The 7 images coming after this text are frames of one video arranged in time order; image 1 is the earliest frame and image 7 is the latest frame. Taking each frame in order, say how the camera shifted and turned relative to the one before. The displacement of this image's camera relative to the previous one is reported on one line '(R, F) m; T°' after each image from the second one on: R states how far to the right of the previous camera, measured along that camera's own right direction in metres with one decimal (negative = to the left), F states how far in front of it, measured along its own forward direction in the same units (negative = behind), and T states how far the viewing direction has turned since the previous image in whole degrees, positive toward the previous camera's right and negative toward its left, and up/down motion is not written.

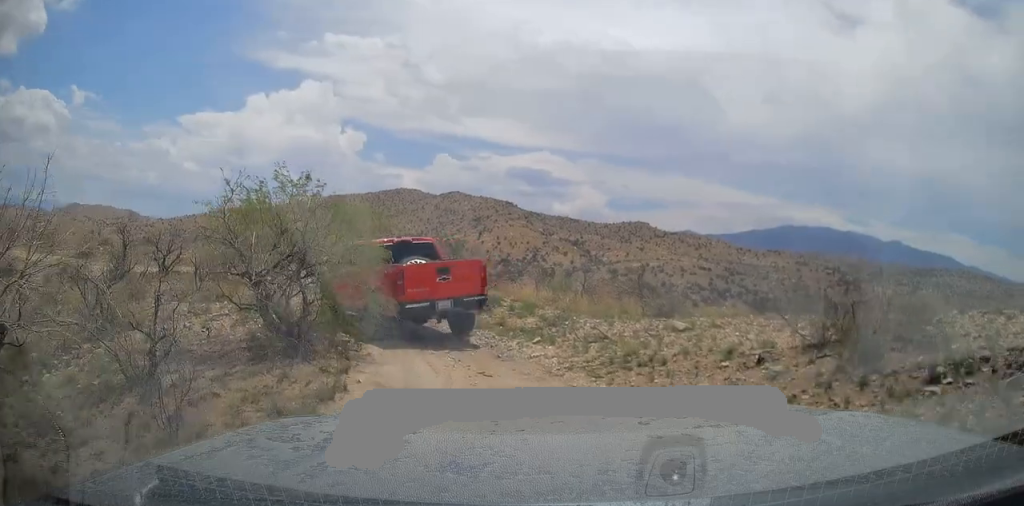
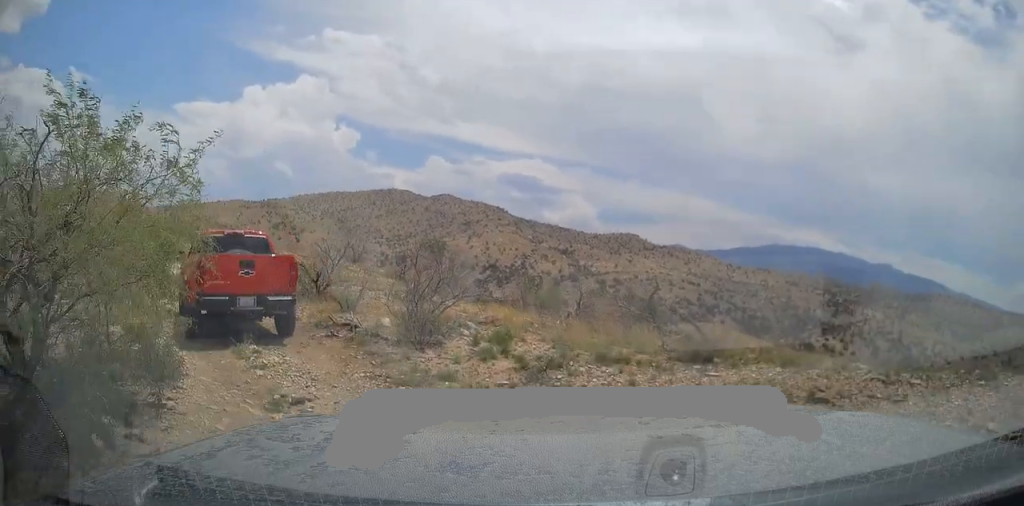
(-0.2, +5.5) m; -4°
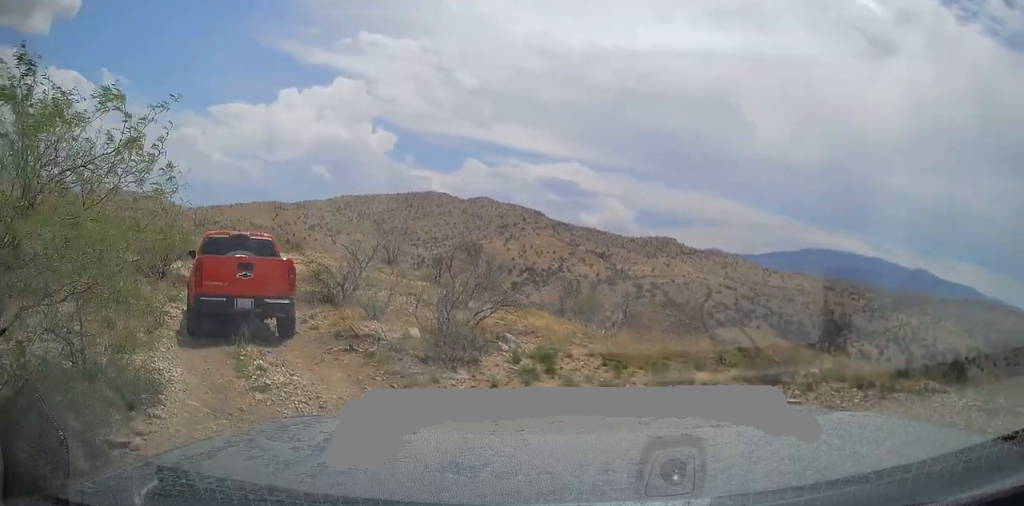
(+0.2, +1.4) m; -2°
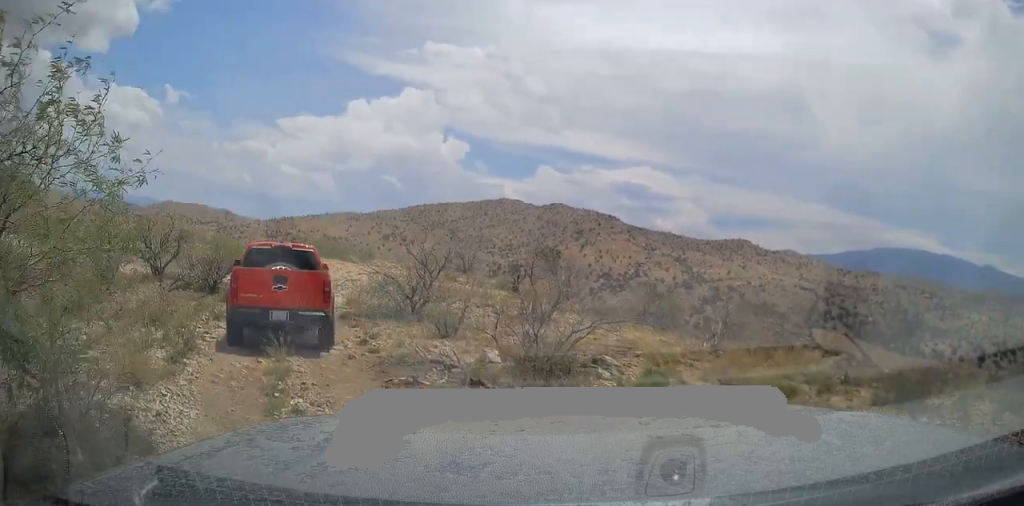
(-0.1, +1.9) m; -9°
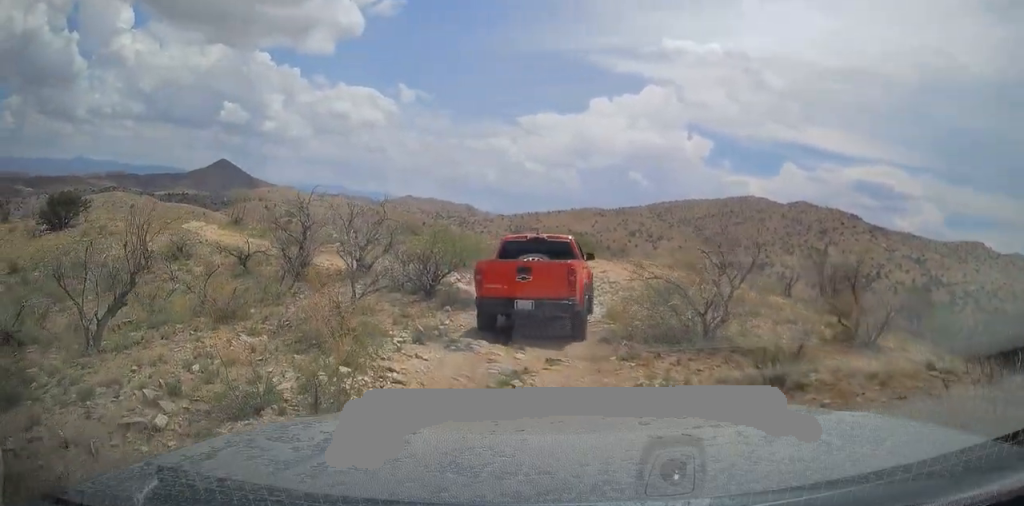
(-1.2, +4.6) m; -19°
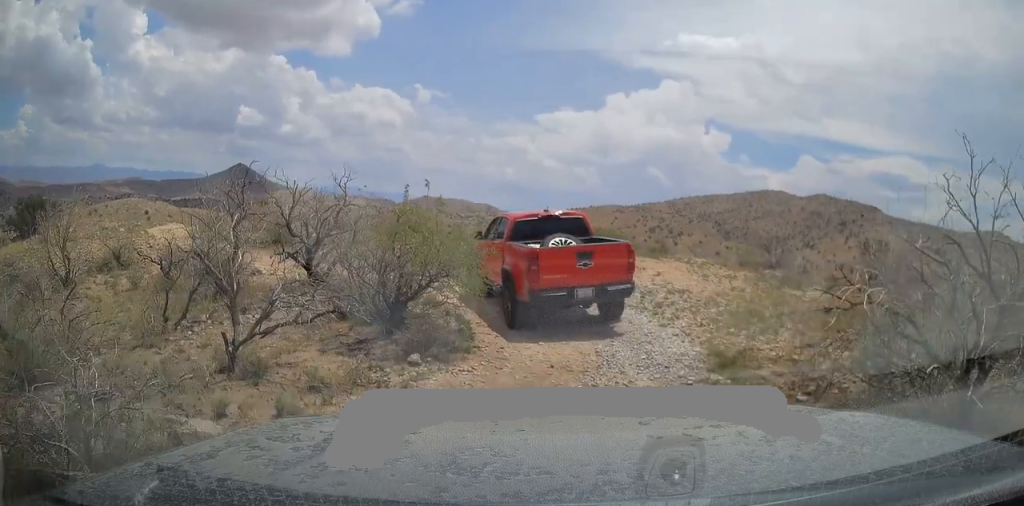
(+0.1, +7.1) m; -1°
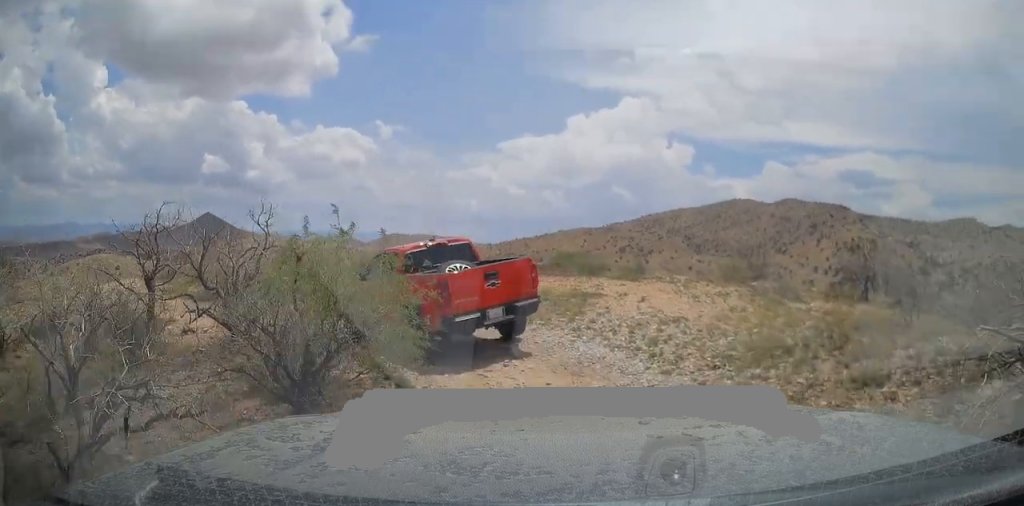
(-0.1, +3.0) m; 0°
